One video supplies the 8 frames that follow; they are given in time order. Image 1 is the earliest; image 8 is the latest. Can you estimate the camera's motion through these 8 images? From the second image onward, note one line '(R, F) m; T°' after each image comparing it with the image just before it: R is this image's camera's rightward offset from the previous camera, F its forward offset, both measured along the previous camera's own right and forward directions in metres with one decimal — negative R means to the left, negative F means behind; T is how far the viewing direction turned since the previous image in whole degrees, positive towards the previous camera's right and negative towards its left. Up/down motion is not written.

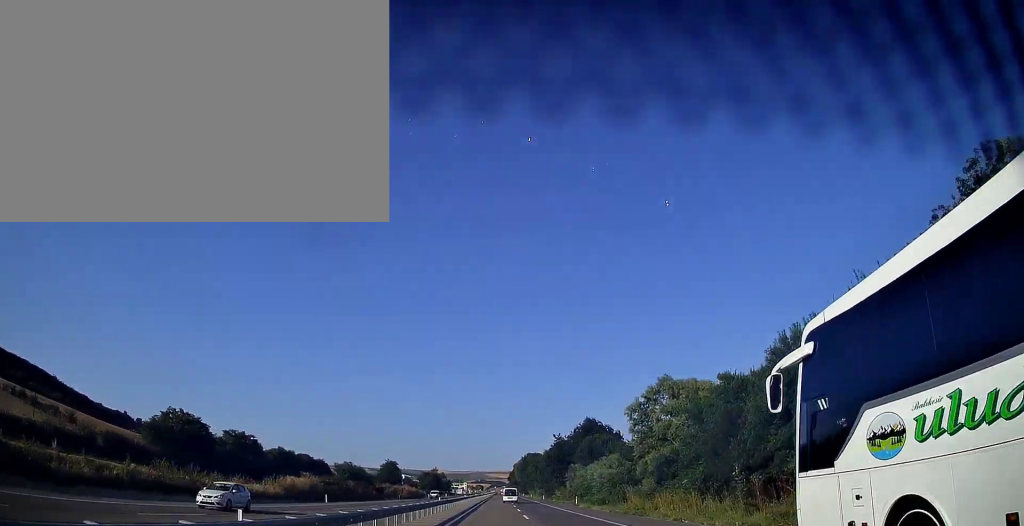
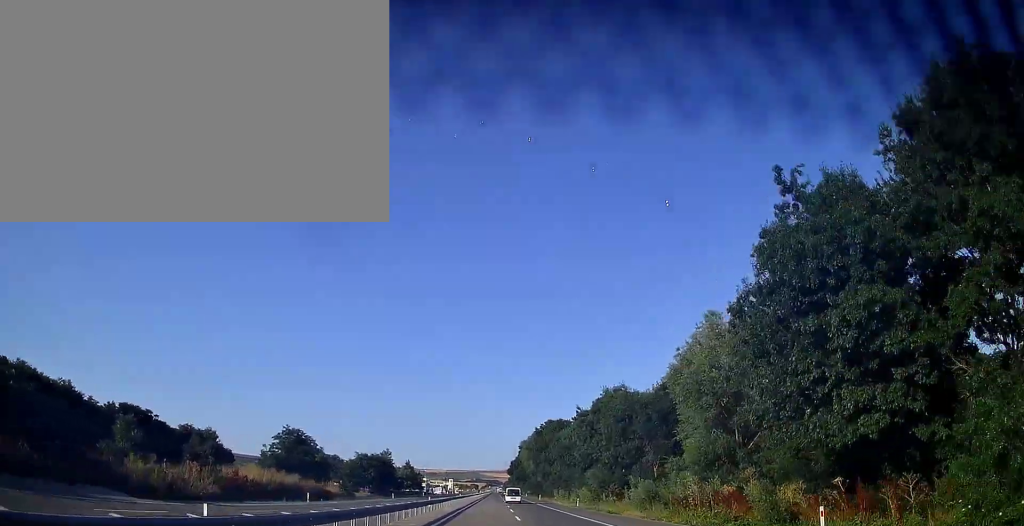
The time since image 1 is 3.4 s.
(+0.6, +99.0) m; +1°
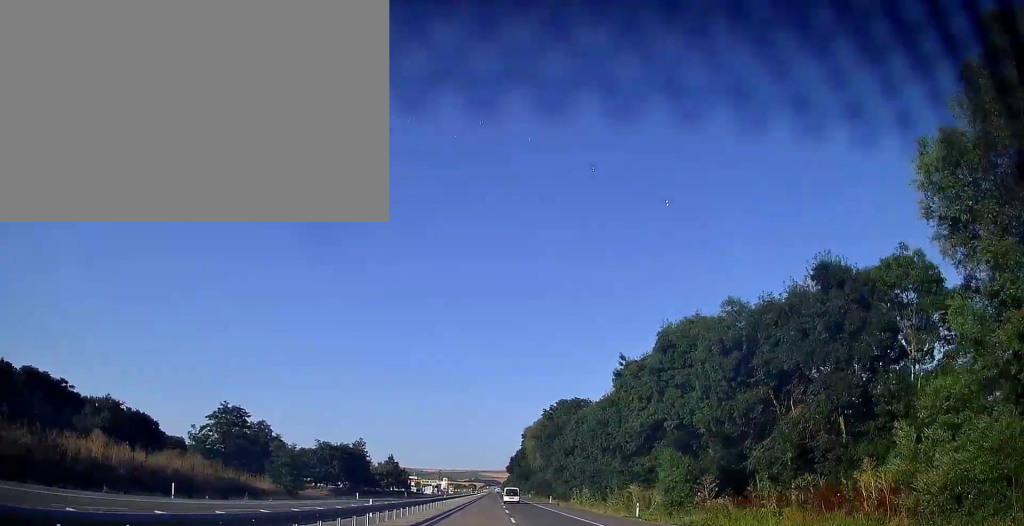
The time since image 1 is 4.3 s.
(+0.2, +26.5) m; 0°
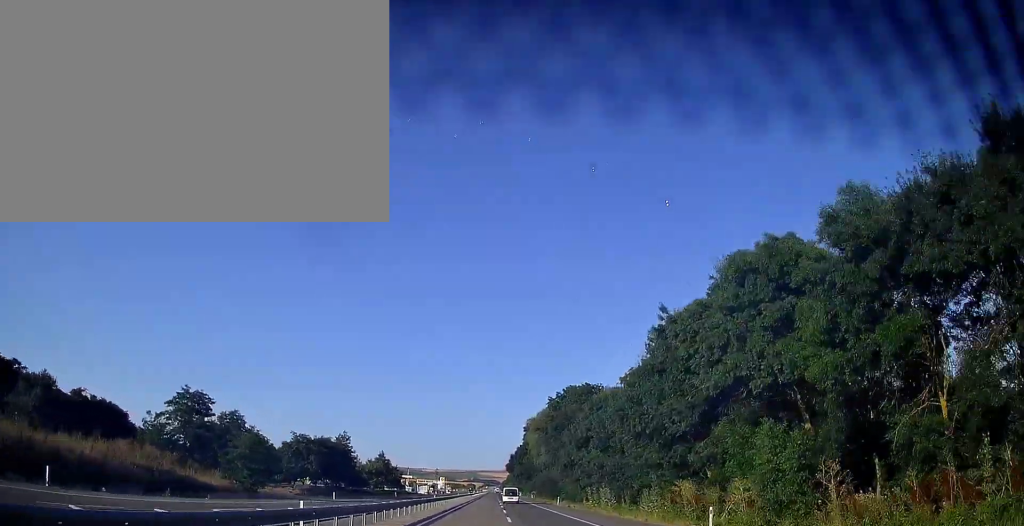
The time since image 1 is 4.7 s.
(0.0, +11.8) m; 0°
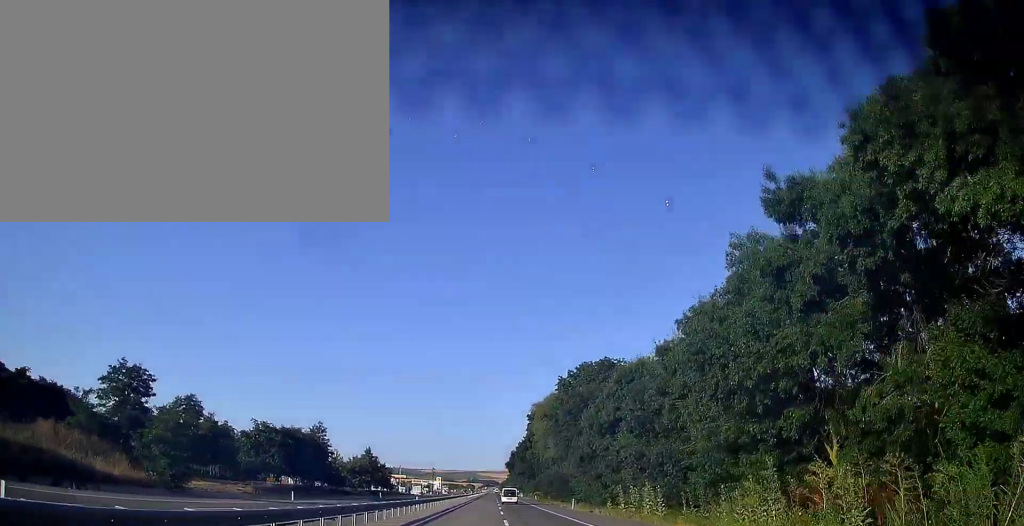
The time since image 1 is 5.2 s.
(-0.1, +14.8) m; 0°
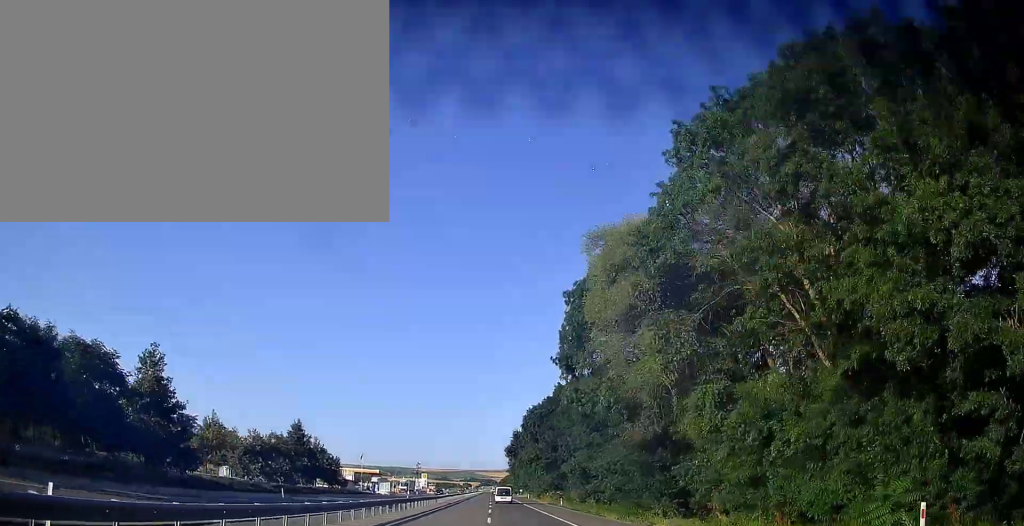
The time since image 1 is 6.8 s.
(+0.2, +47.3) m; 0°
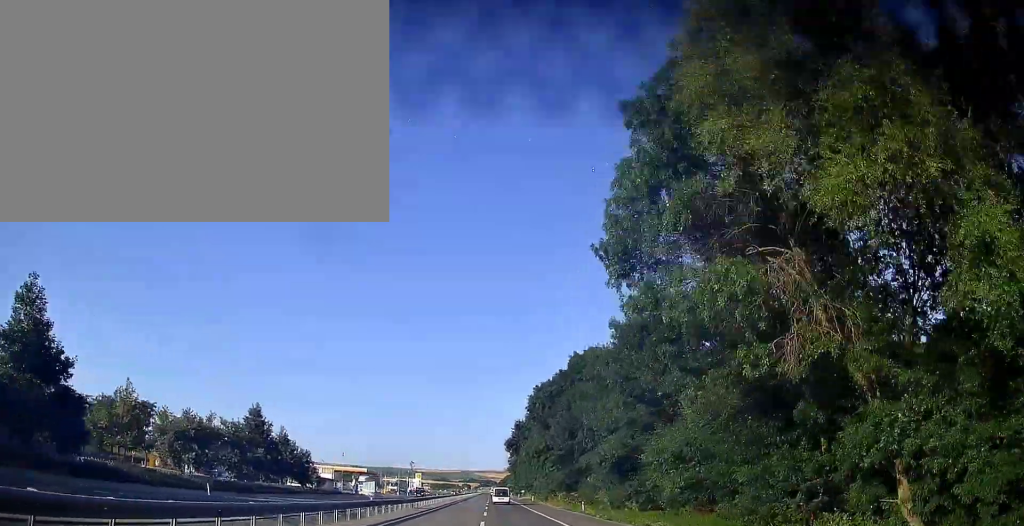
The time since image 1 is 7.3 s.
(-0.1, +15.8) m; 0°
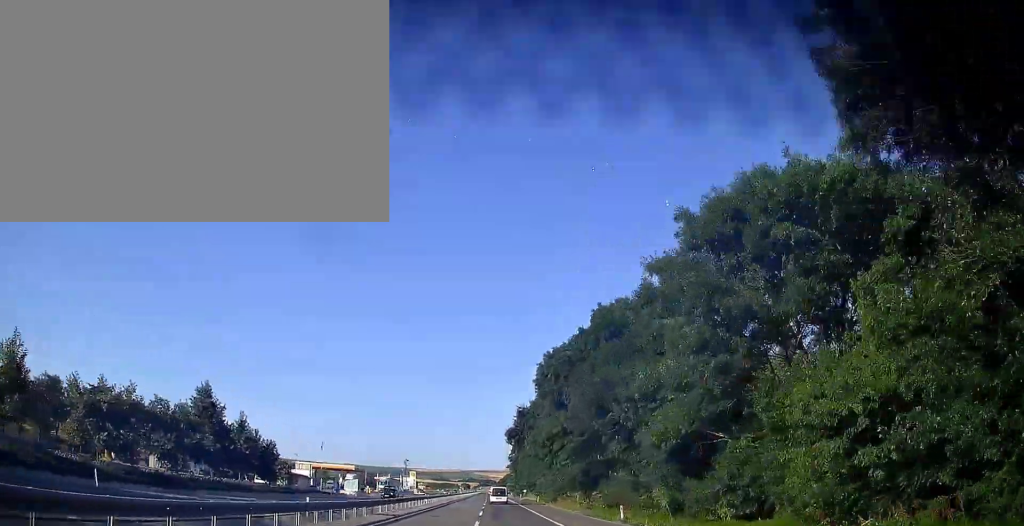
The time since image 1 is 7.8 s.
(-0.1, +13.8) m; 0°
